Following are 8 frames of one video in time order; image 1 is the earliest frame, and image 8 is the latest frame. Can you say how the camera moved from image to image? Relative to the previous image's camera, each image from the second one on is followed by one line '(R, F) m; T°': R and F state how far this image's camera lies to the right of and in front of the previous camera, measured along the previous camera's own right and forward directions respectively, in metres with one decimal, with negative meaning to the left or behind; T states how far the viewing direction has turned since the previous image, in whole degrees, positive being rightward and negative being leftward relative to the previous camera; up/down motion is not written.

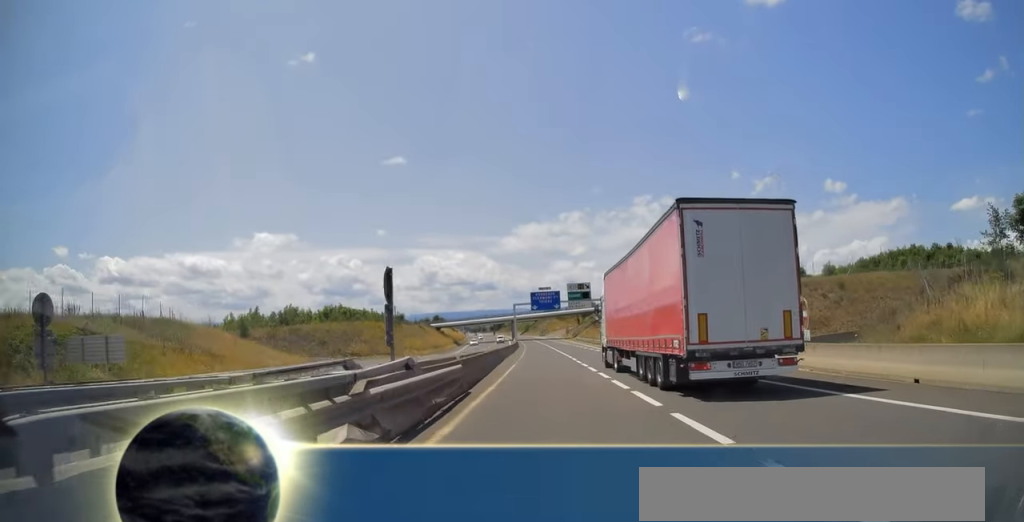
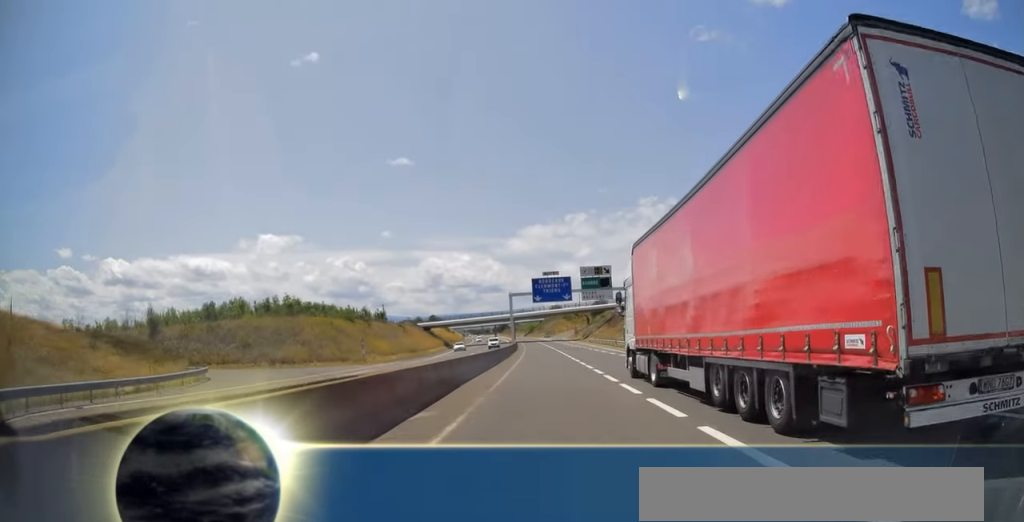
(0.0, +23.7) m; 0°
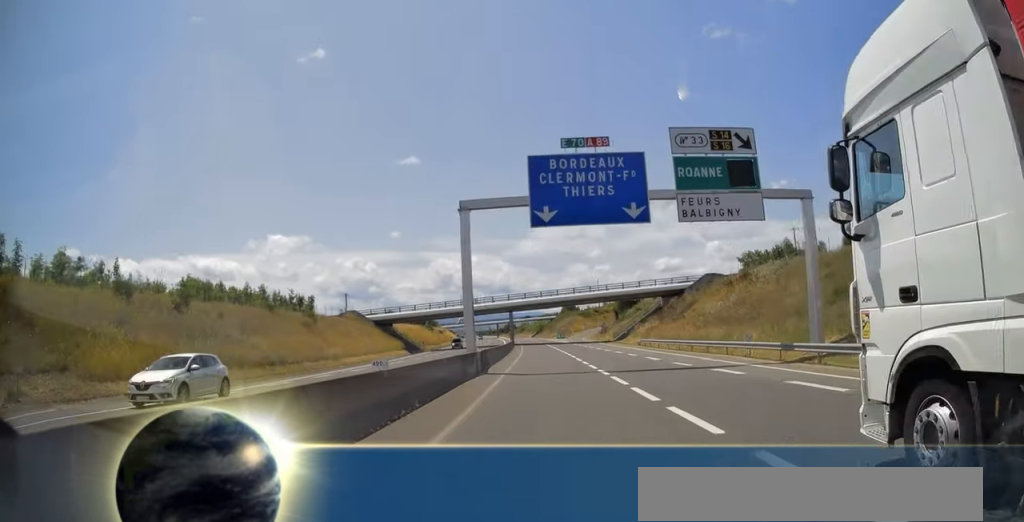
(-0.4, +49.7) m; -2°
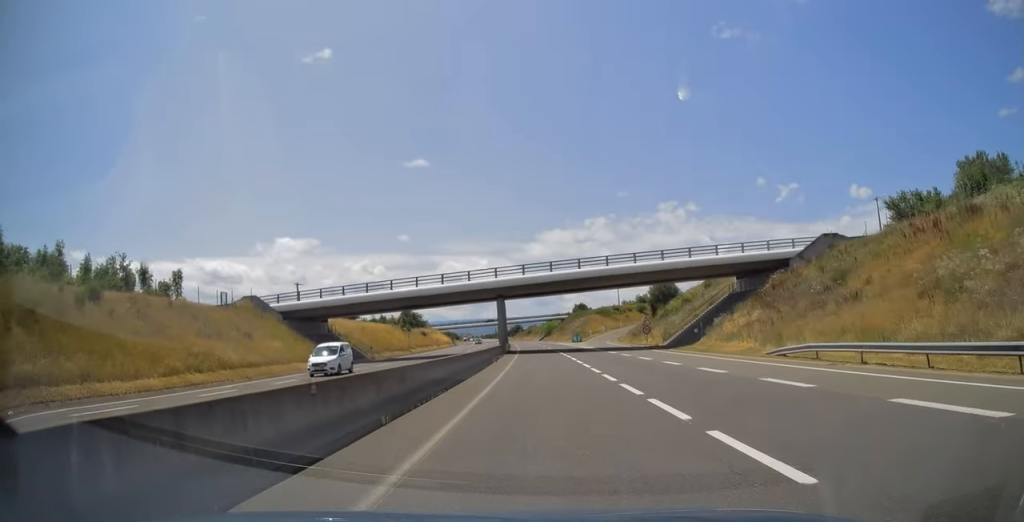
(-0.6, +37.4) m; -1°
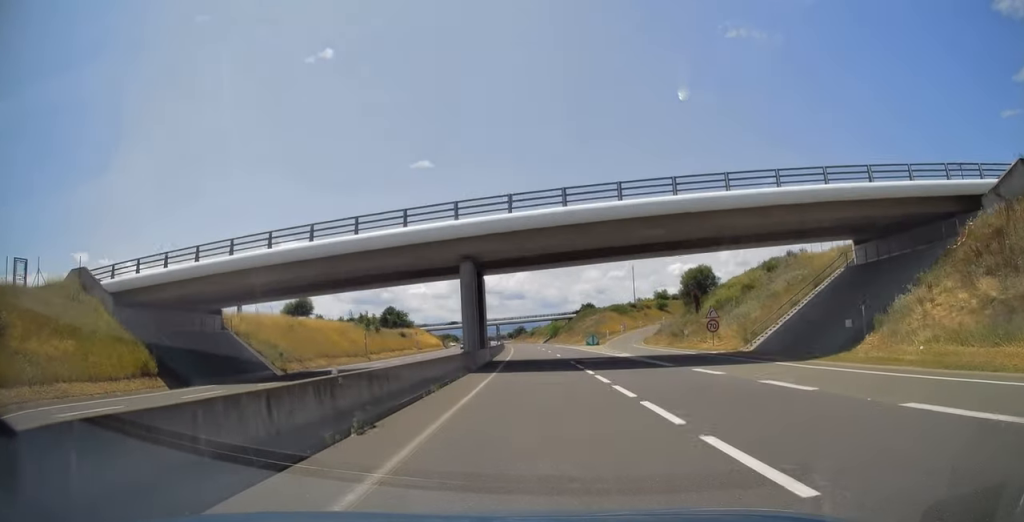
(0.0, +26.5) m; -1°
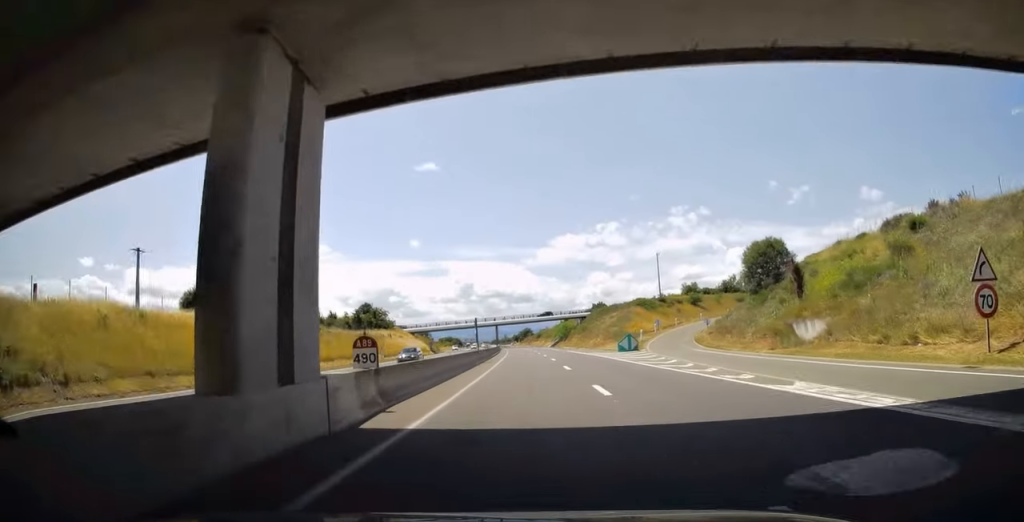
(-0.3, +29.5) m; -1°
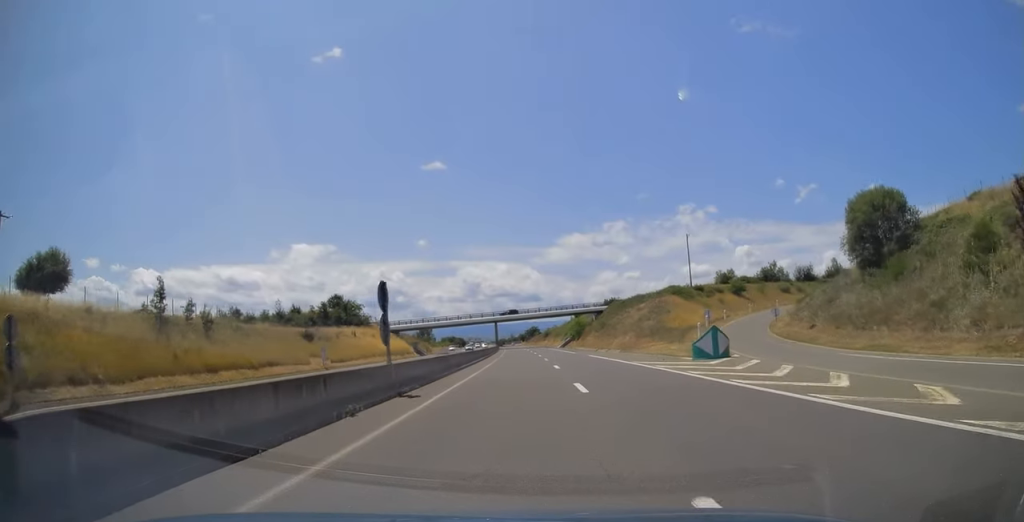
(-0.3, +25.2) m; -1°
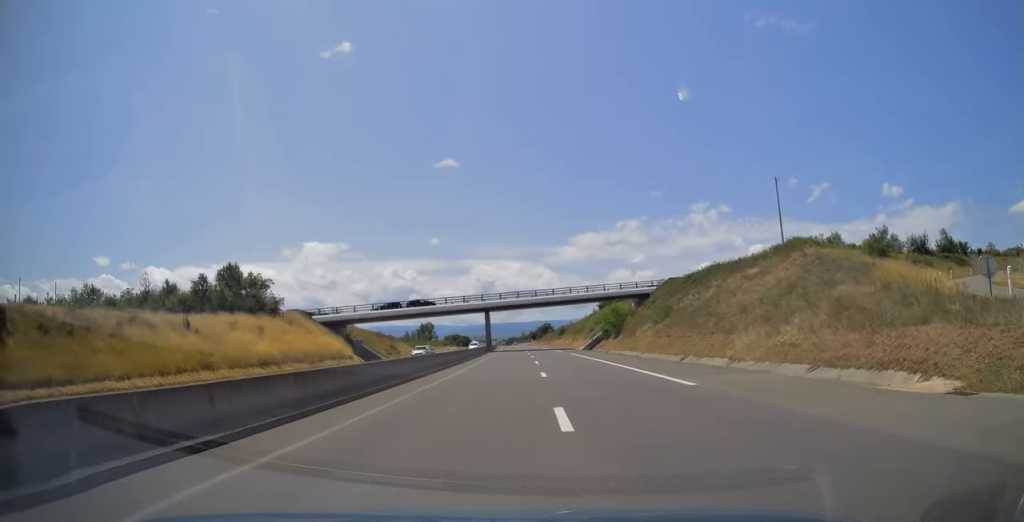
(-0.3, +44.9) m; -1°
